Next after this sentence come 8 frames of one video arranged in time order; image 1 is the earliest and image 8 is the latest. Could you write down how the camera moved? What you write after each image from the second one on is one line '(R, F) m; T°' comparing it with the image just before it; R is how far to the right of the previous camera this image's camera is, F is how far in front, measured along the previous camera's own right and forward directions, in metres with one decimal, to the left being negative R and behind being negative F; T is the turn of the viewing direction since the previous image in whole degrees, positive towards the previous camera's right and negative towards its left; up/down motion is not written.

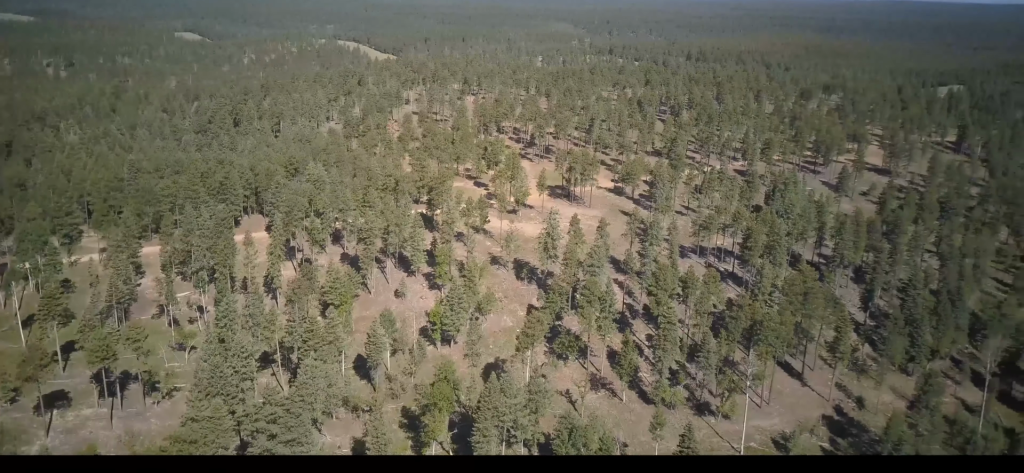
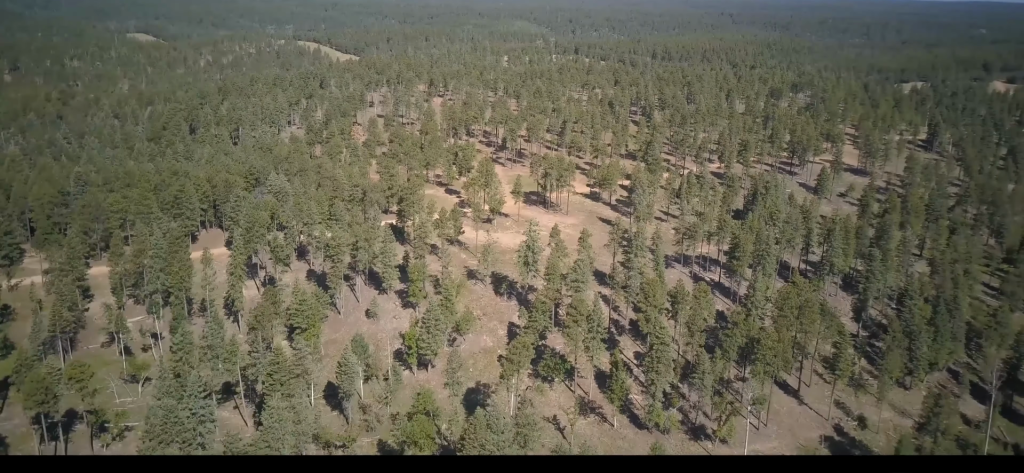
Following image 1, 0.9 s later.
(+0.4, +12.2) m; +4°
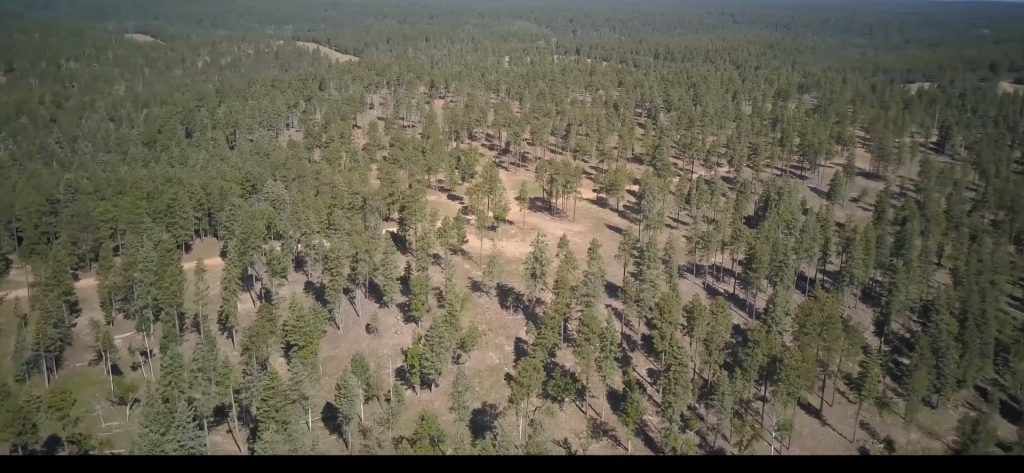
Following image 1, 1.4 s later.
(+0.1, +8.1) m; +2°
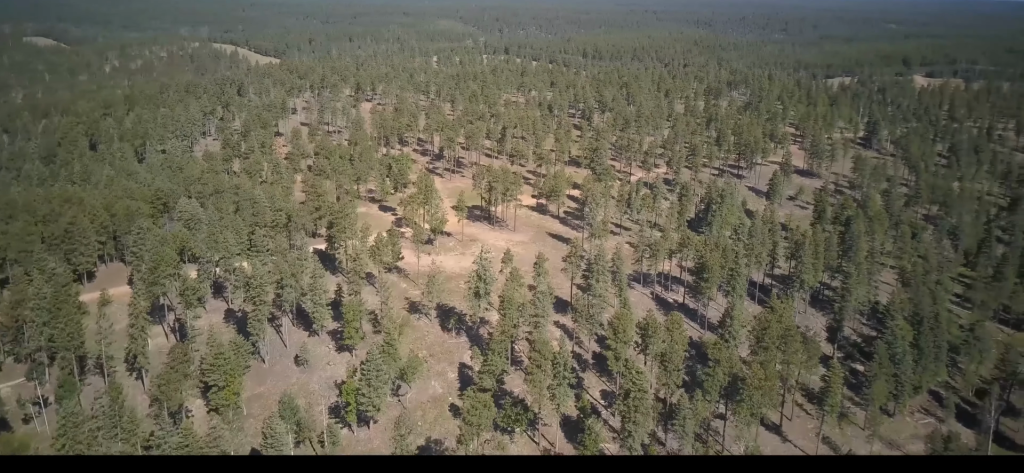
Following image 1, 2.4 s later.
(+0.5, +13.1) m; +4°
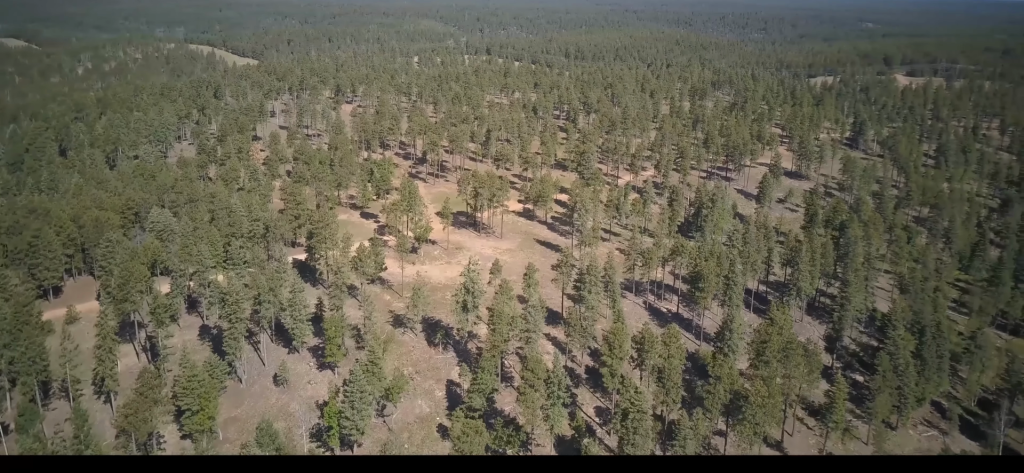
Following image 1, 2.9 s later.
(+0.2, +7.5) m; +3°
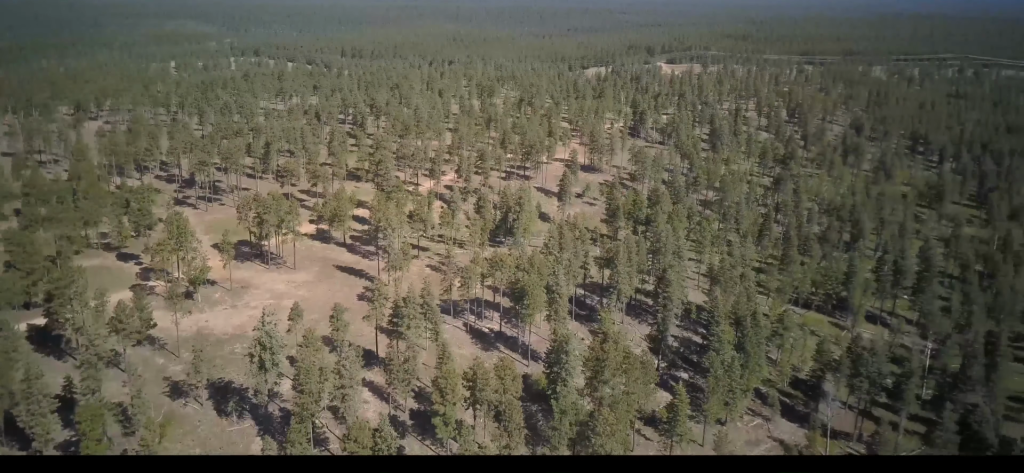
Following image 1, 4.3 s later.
(+1.7, +19.4) m; +12°
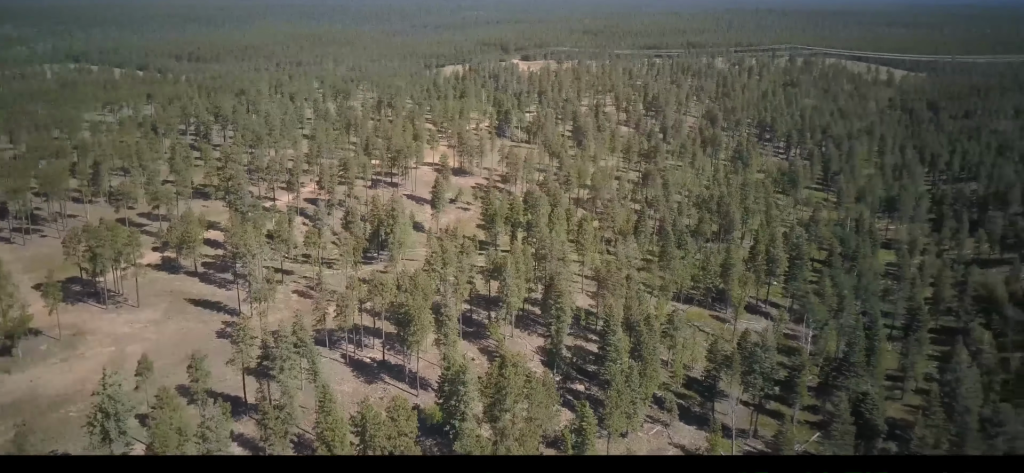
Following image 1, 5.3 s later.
(+1.1, +12.9) m; +10°
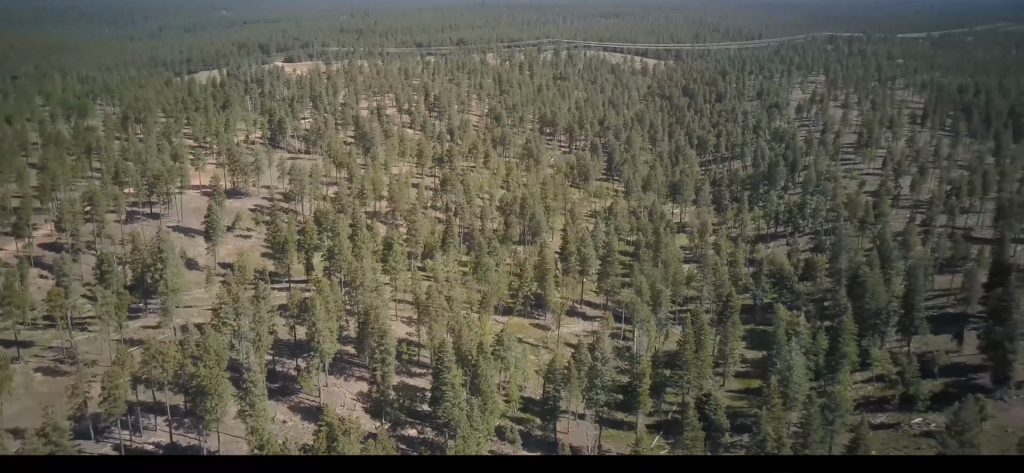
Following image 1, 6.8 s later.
(+2.6, +19.2) m; +15°
